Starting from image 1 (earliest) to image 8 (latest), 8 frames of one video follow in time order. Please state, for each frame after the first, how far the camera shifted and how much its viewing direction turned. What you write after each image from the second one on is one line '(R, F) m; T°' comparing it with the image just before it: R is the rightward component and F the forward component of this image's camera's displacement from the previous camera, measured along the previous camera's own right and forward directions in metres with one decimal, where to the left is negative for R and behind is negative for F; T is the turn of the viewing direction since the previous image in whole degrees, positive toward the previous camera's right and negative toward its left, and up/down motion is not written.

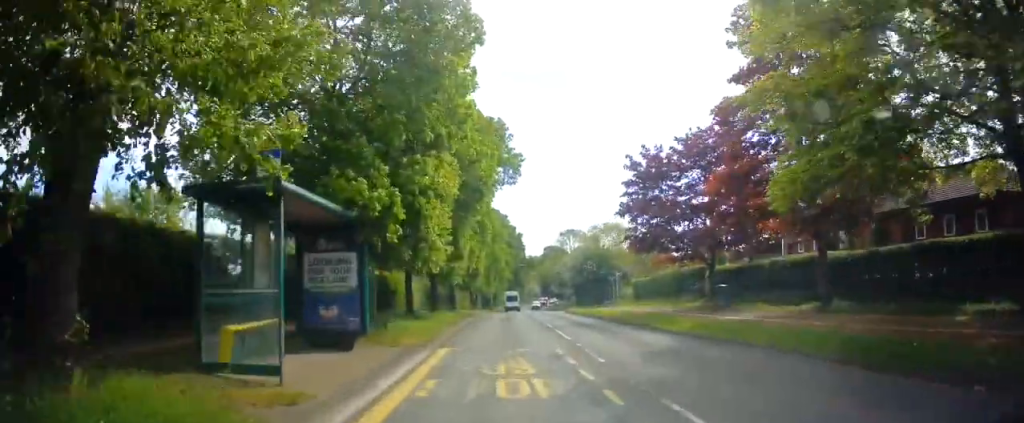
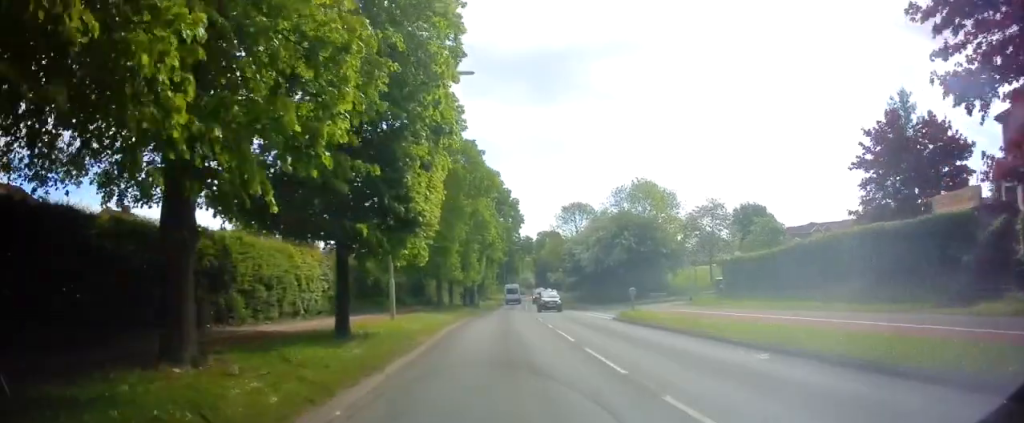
(+0.1, +25.2) m; 0°
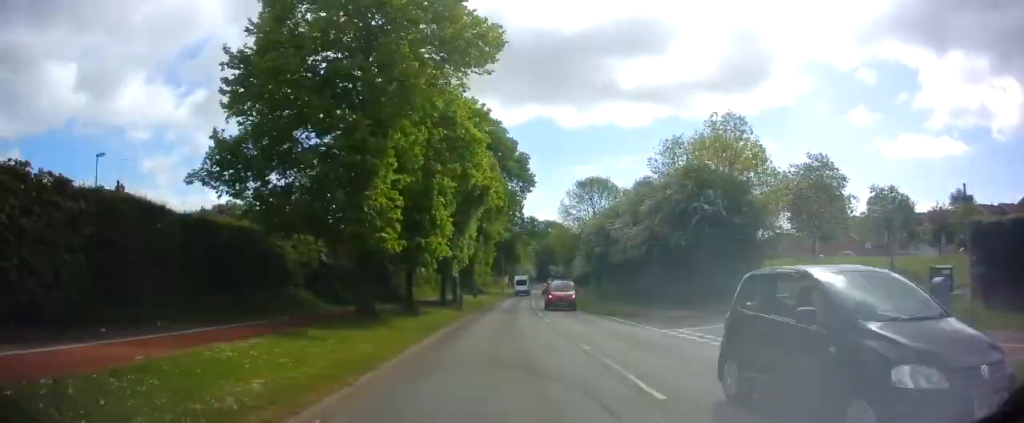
(+0.2, +19.6) m; +2°
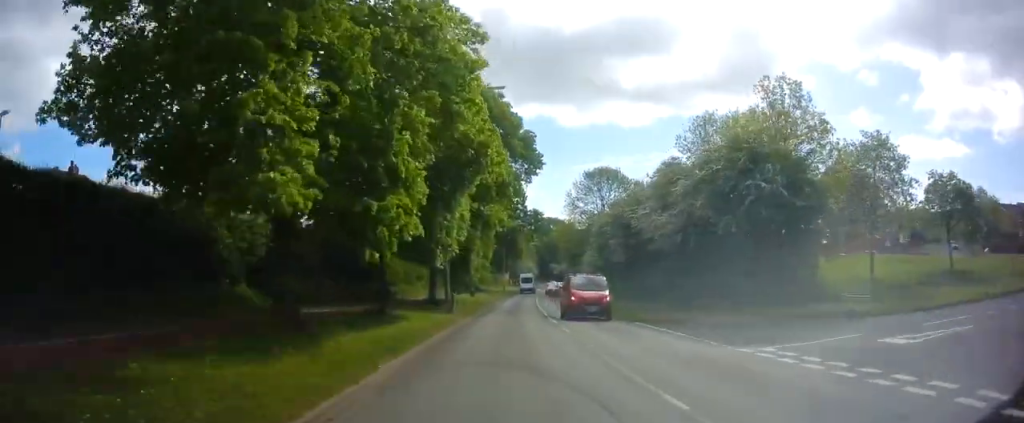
(+0.2, +6.4) m; +1°
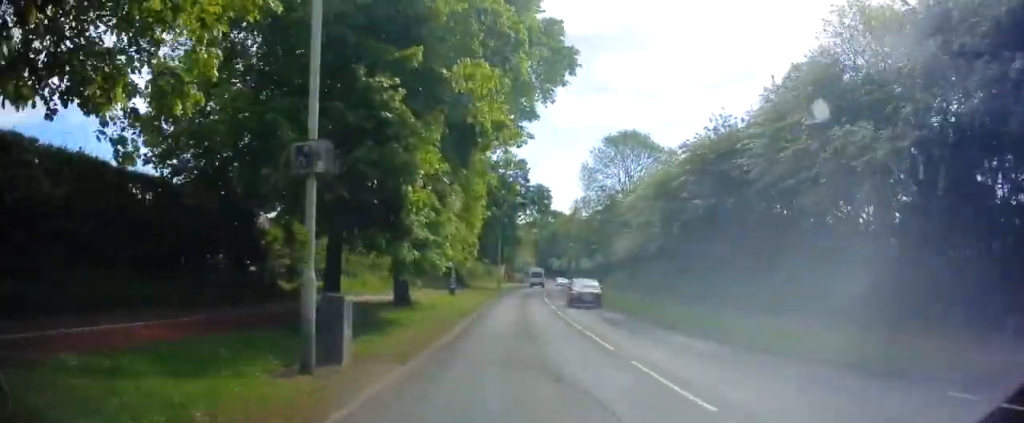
(+0.2, +17.5) m; +1°
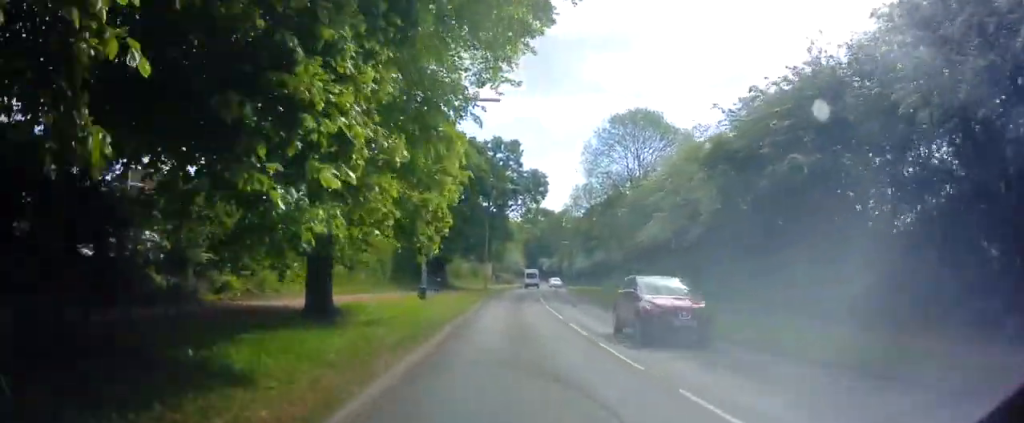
(0.0, +8.6) m; 0°
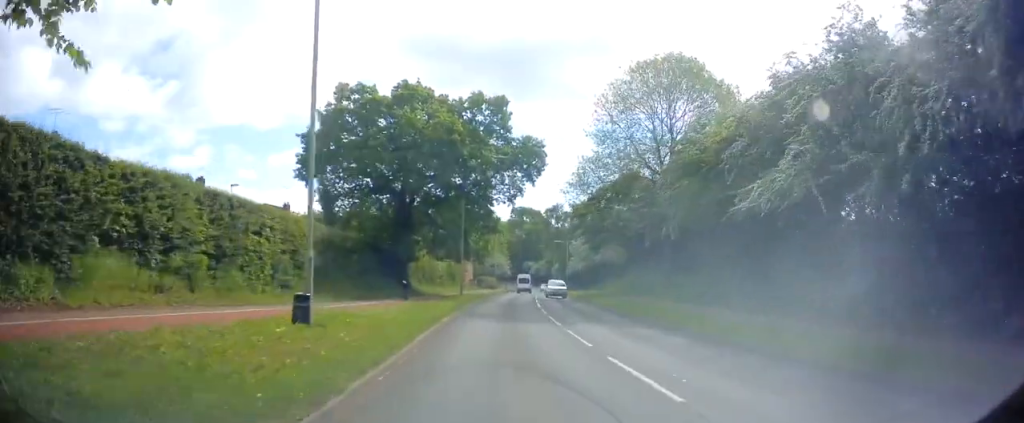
(0.0, +14.1) m; +1°
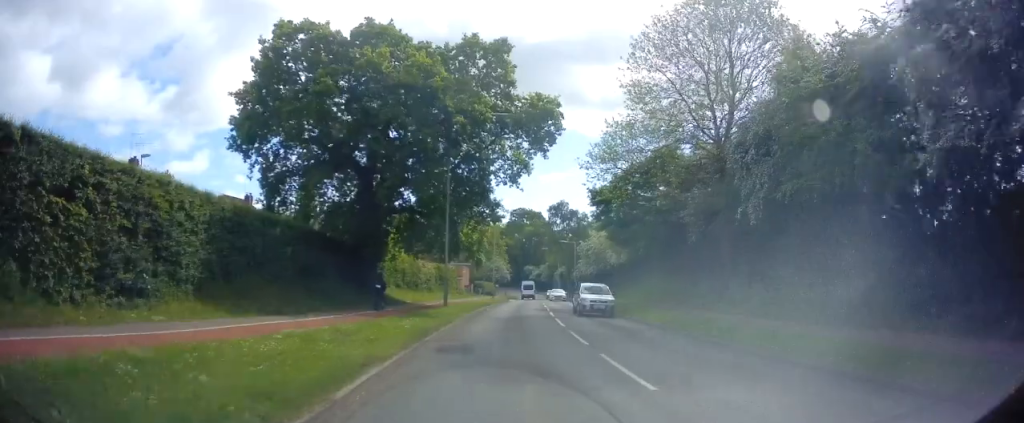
(0.0, +10.6) m; +2°
